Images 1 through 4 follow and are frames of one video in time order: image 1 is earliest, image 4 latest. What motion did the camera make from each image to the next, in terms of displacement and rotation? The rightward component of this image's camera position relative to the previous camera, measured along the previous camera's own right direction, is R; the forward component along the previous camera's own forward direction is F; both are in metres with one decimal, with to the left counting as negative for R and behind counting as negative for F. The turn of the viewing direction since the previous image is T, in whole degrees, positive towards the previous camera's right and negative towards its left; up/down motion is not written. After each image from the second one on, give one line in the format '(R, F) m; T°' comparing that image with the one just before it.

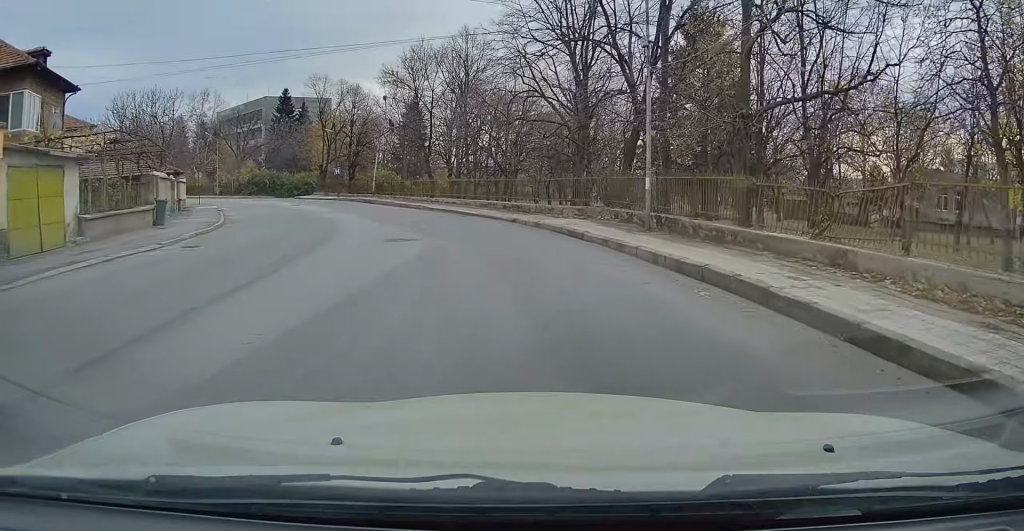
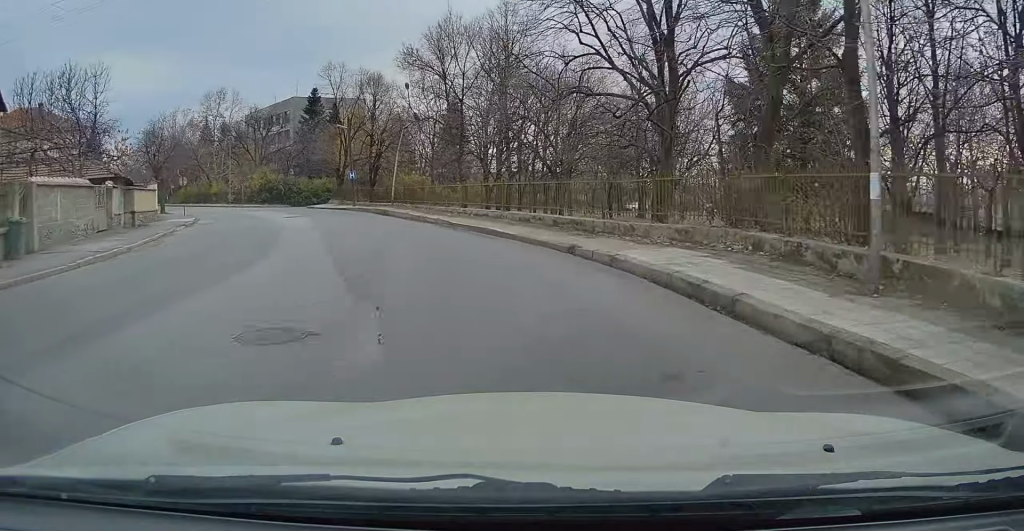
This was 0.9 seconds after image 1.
(-0.5, +9.7) m; -6°
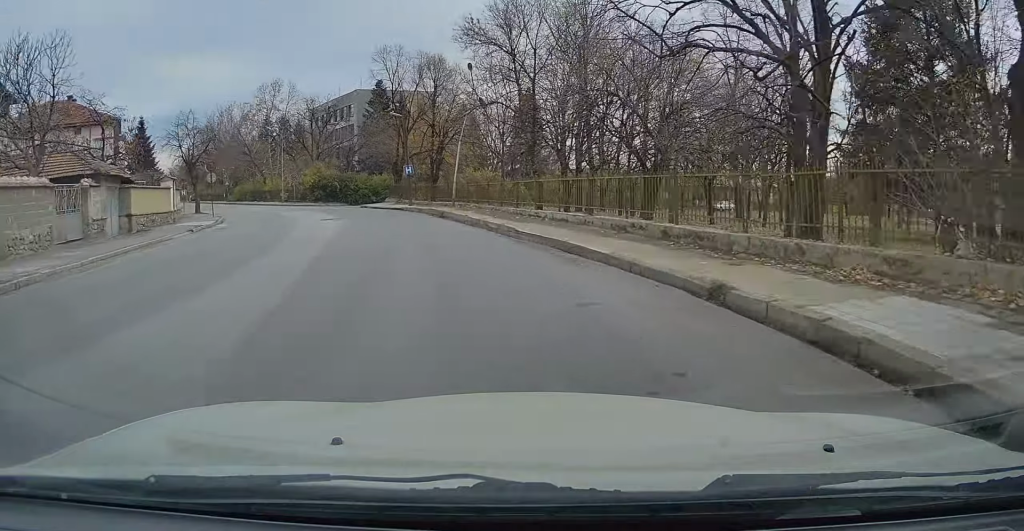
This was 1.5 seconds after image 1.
(-0.3, +6.2) m; -5°
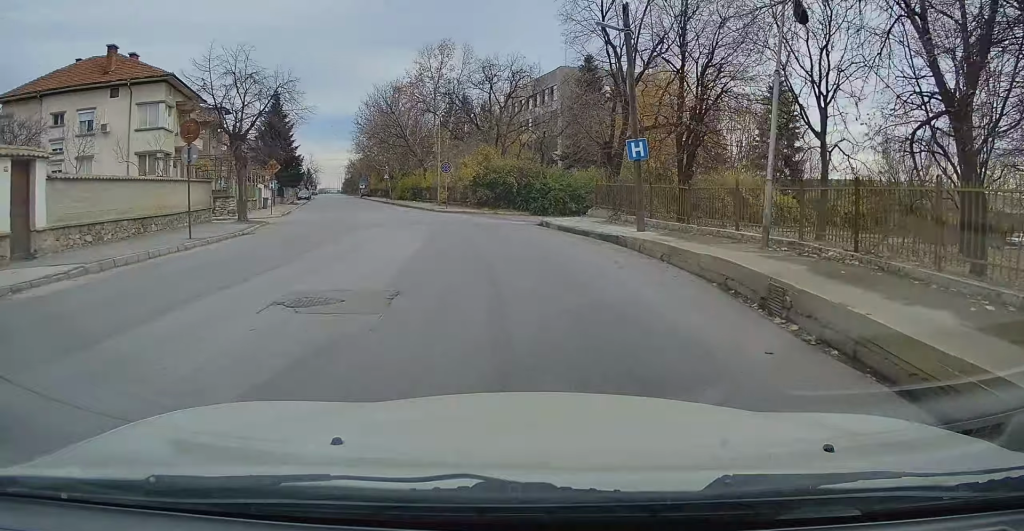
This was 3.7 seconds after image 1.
(-3.1, +22.5) m; -16°
